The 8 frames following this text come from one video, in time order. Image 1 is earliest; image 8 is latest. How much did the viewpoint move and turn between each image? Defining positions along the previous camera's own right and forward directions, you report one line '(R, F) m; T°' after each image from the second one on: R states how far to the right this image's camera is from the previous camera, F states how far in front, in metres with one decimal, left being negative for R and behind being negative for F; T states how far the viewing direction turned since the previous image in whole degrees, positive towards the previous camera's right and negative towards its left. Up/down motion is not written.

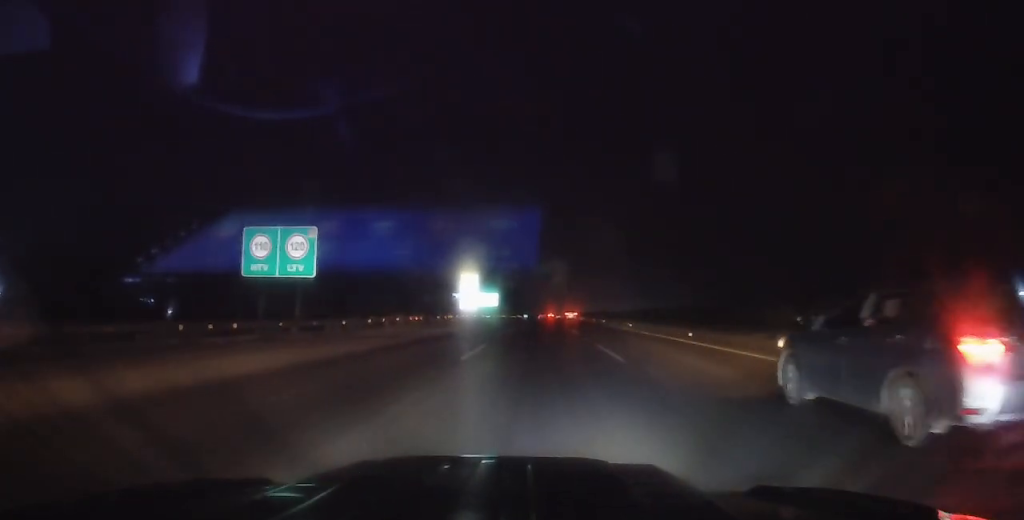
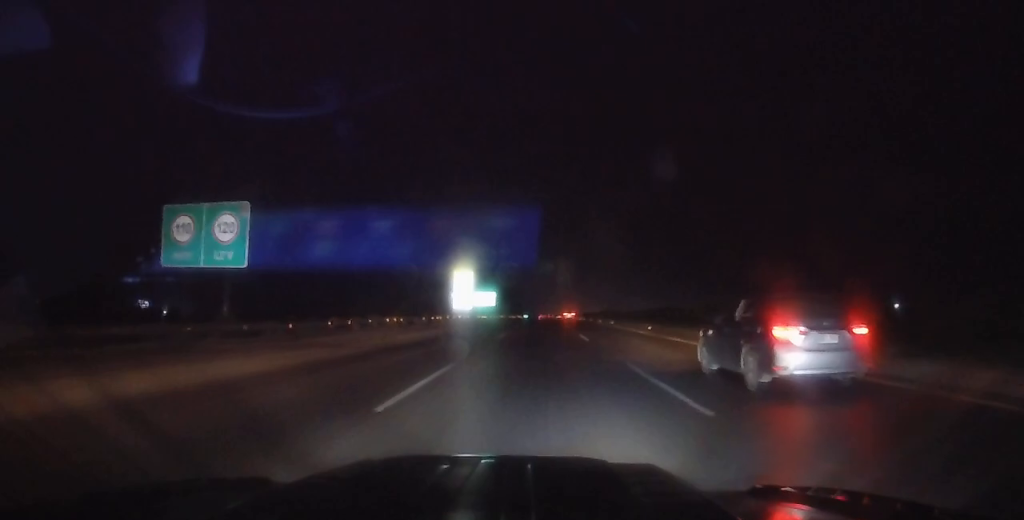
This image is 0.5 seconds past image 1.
(+0.3, +7.4) m; +1°
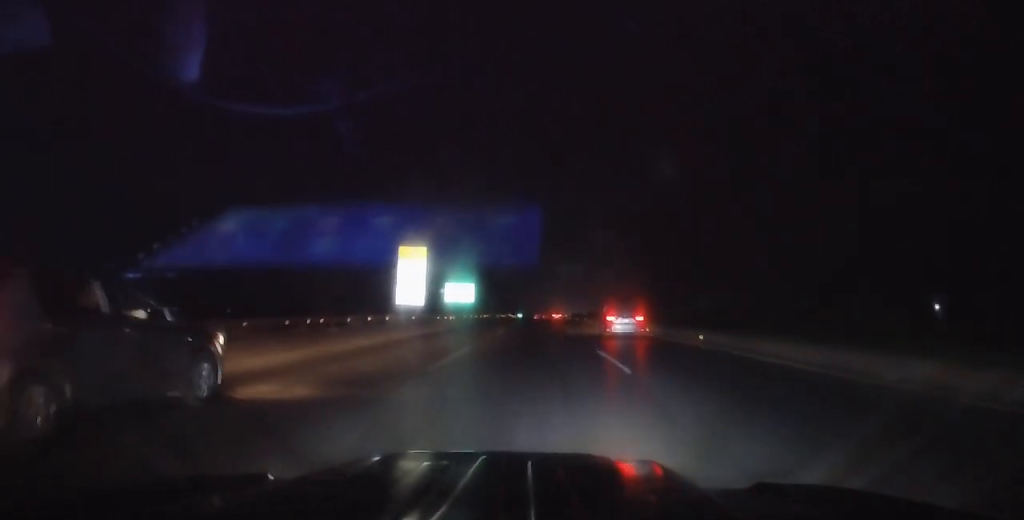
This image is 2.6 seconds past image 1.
(-0.1, +31.5) m; -1°
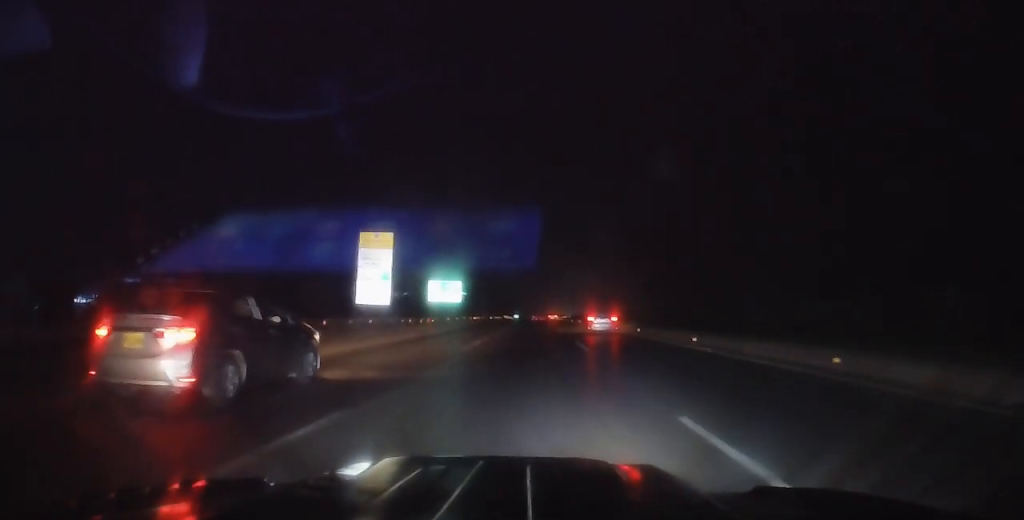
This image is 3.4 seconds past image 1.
(0.0, +11.2) m; +1°
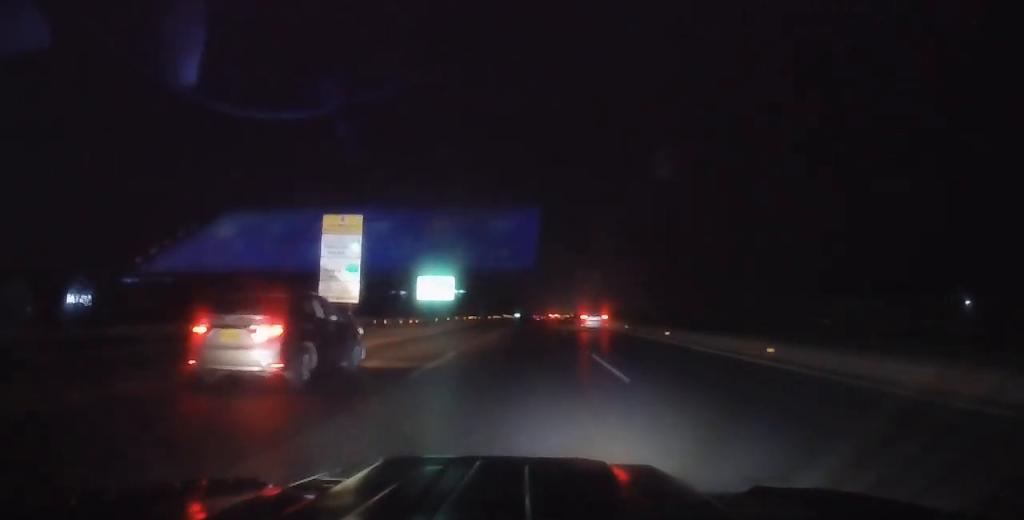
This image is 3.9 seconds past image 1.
(0.0, +7.7) m; +1°
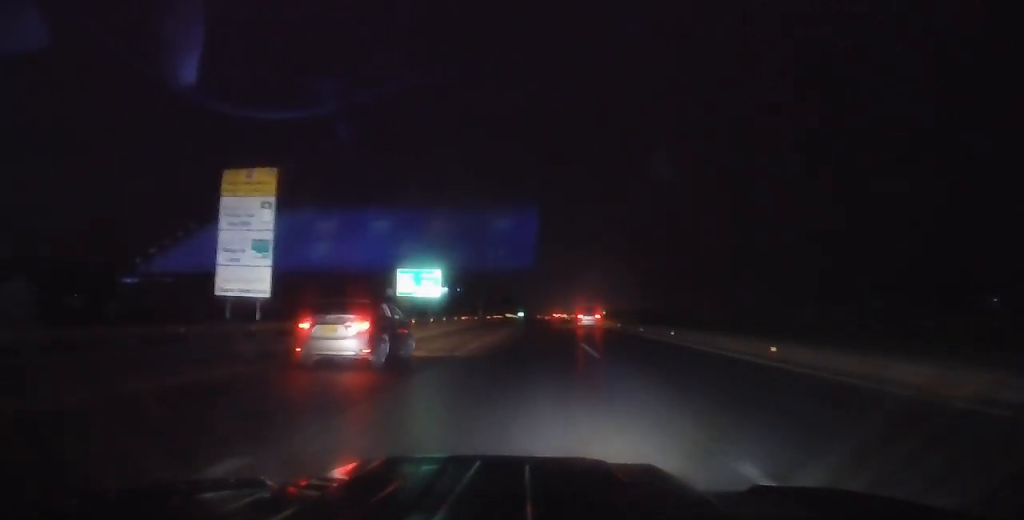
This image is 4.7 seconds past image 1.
(+0.2, +12.7) m; -2°
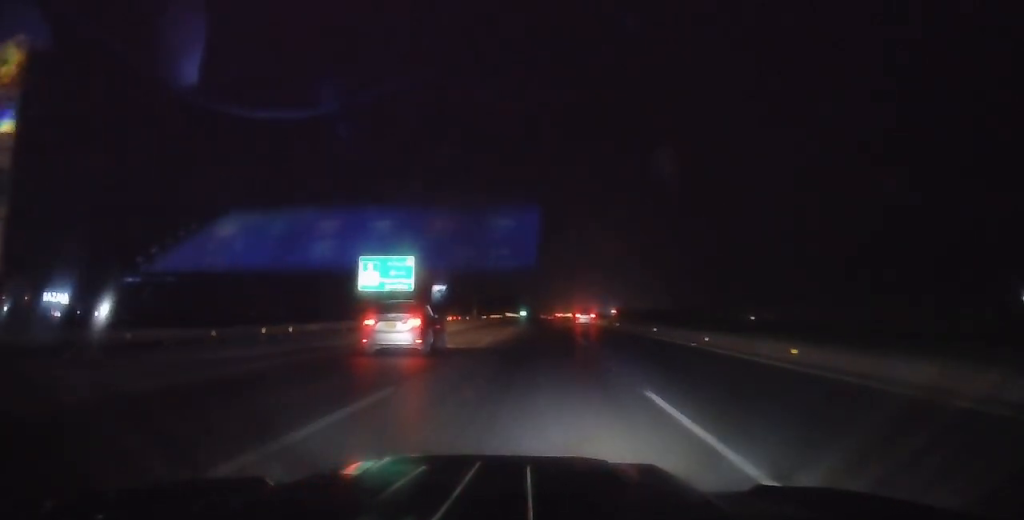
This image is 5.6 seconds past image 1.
(-0.6, +13.4) m; -1°
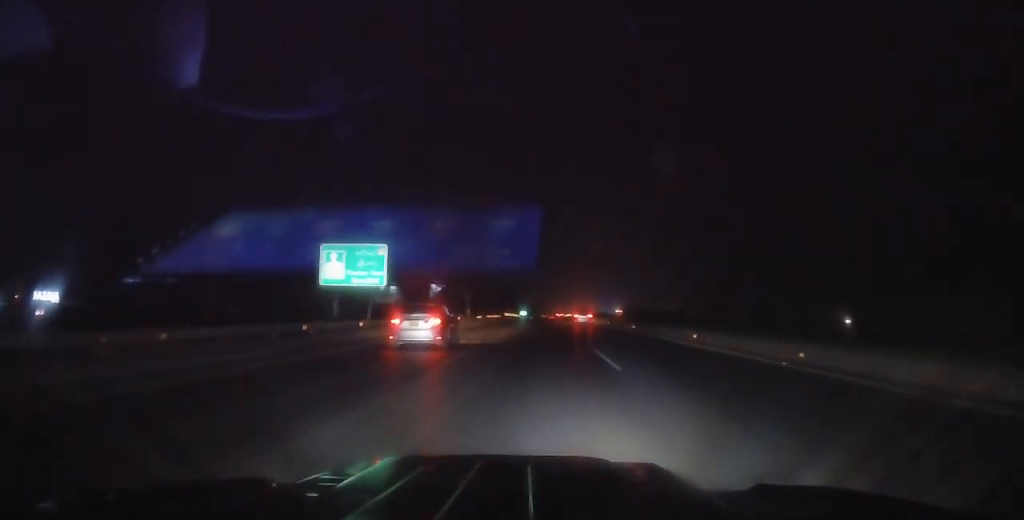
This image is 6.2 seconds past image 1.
(-0.1, +8.4) m; +1°
